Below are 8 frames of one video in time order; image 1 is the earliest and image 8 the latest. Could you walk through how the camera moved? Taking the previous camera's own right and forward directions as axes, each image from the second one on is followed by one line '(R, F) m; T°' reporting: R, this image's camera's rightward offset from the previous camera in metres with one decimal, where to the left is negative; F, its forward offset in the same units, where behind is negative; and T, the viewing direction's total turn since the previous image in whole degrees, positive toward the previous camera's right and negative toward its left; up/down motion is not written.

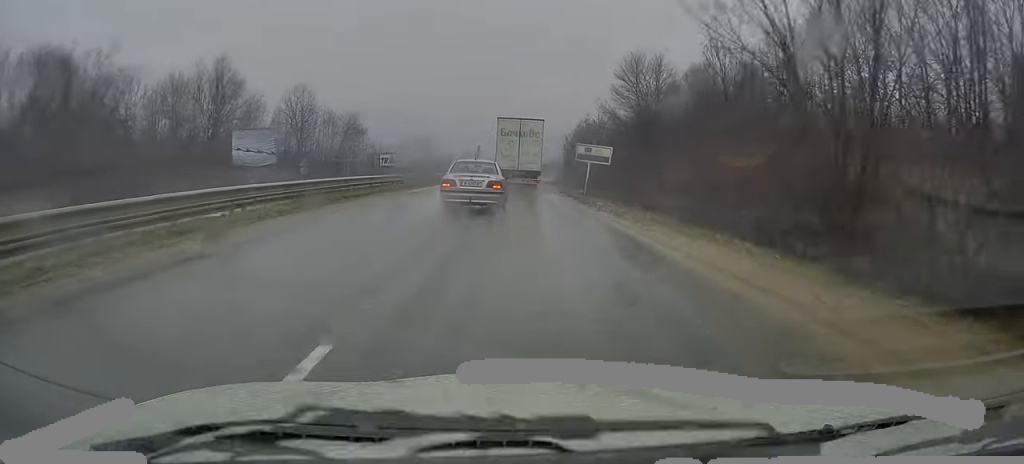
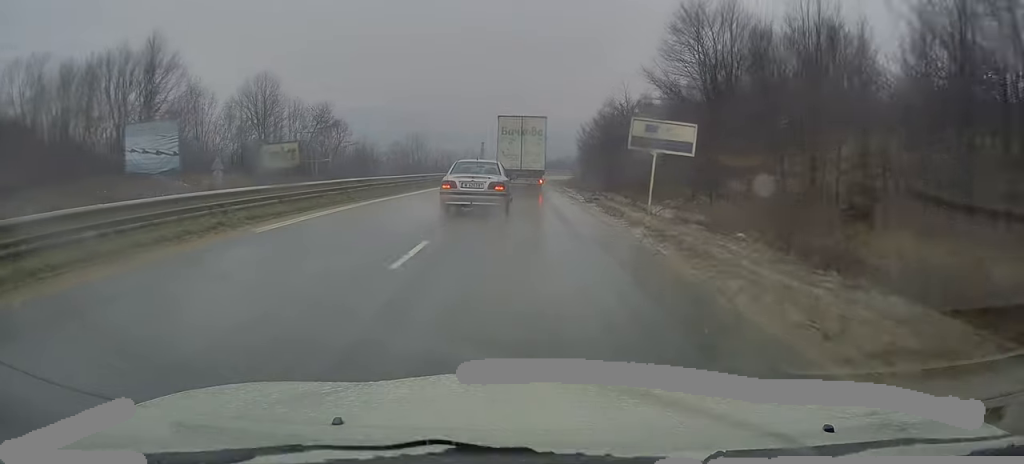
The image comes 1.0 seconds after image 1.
(0.0, +16.7) m; -1°
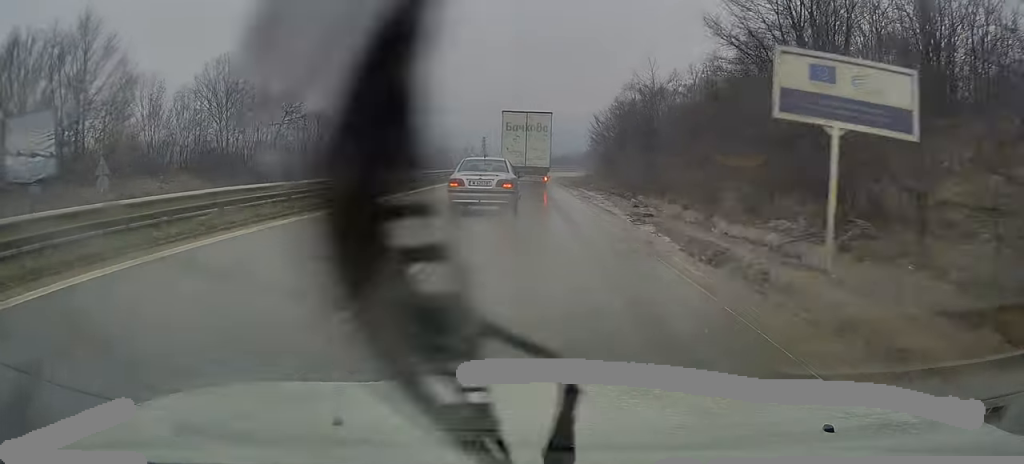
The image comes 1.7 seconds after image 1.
(-0.1, +11.6) m; 0°
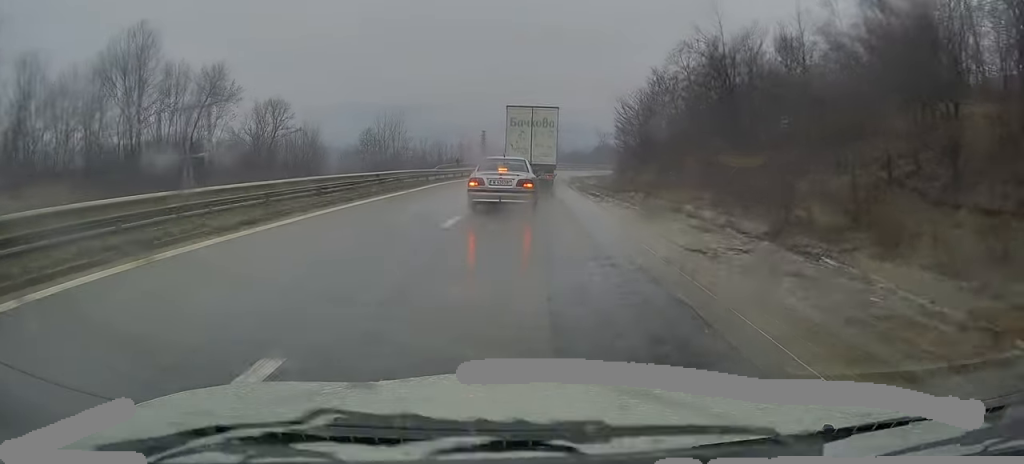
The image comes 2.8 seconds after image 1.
(+0.1, +18.0) m; +1°
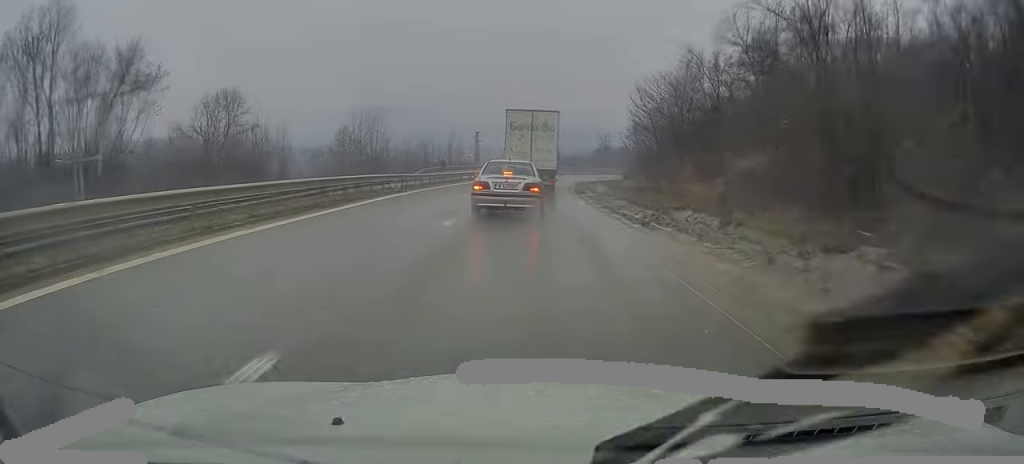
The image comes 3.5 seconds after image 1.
(+0.3, +11.3) m; 0°
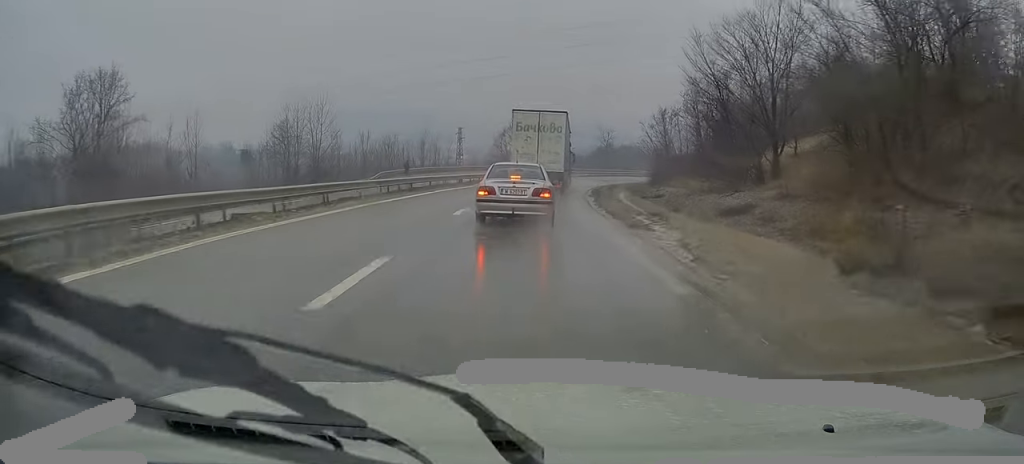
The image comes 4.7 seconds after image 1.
(-0.4, +19.1) m; -1°
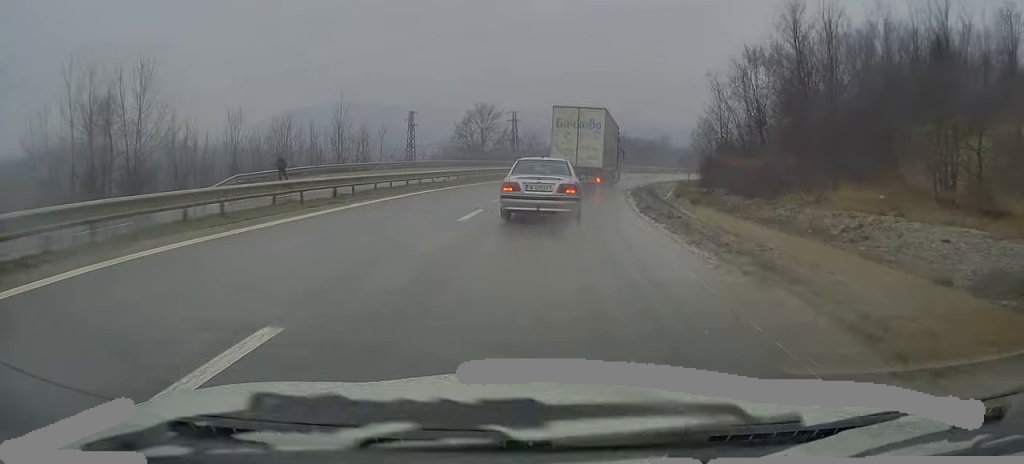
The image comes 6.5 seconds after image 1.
(+0.8, +27.6) m; +4°
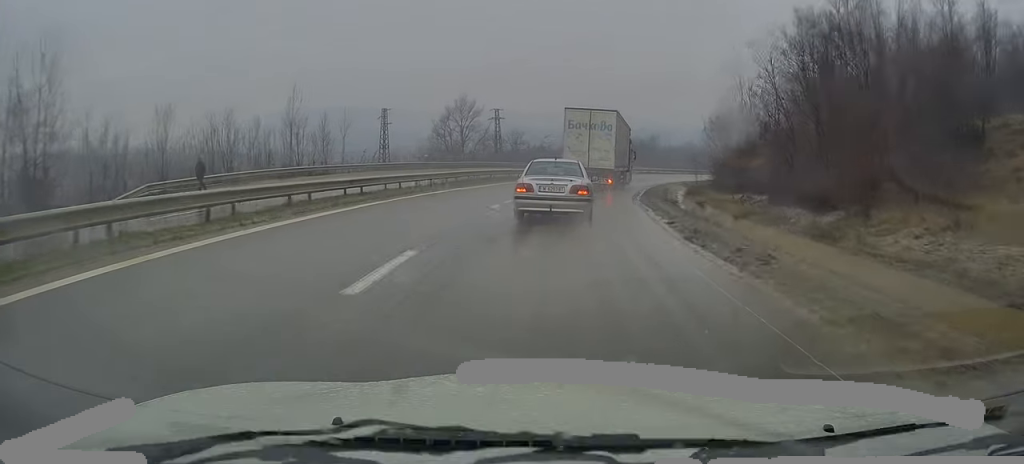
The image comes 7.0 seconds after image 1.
(+0.1, +7.6) m; +1°
